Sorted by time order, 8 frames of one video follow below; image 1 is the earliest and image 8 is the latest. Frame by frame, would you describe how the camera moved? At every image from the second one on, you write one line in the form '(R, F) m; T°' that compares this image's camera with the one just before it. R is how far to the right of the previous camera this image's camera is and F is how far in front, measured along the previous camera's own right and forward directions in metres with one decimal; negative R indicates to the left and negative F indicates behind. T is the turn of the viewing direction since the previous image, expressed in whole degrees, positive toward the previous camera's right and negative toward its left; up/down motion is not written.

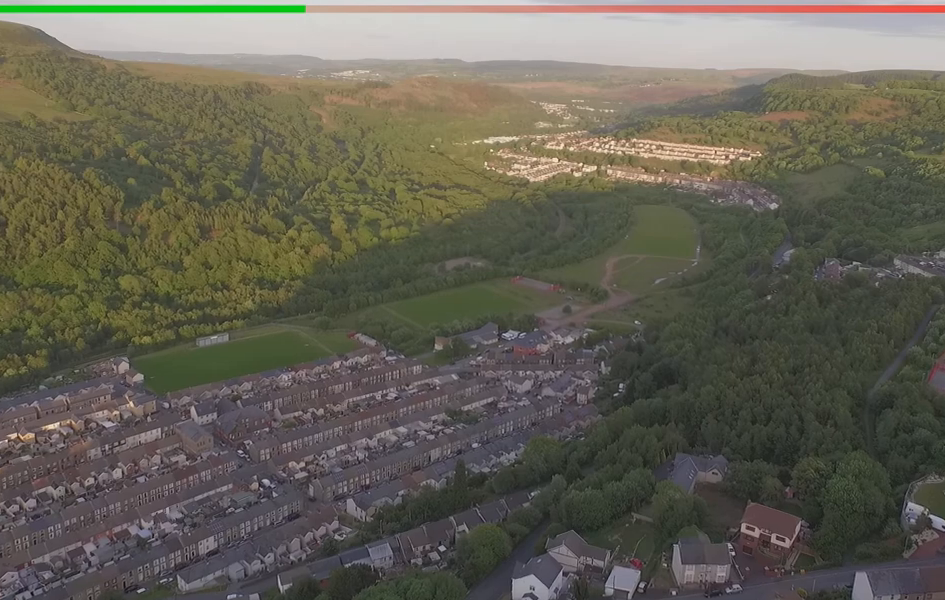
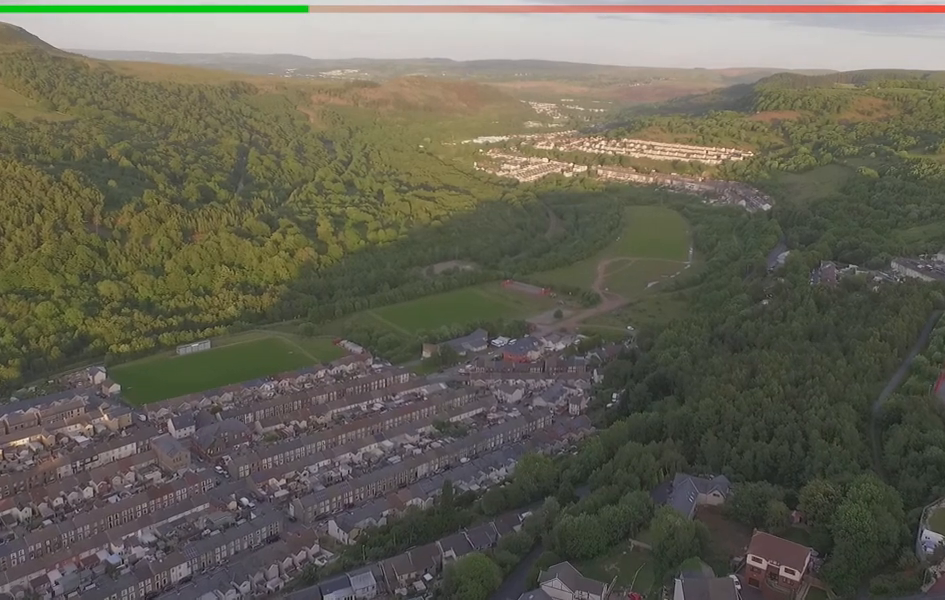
(+0.2, +13.3) m; +1°
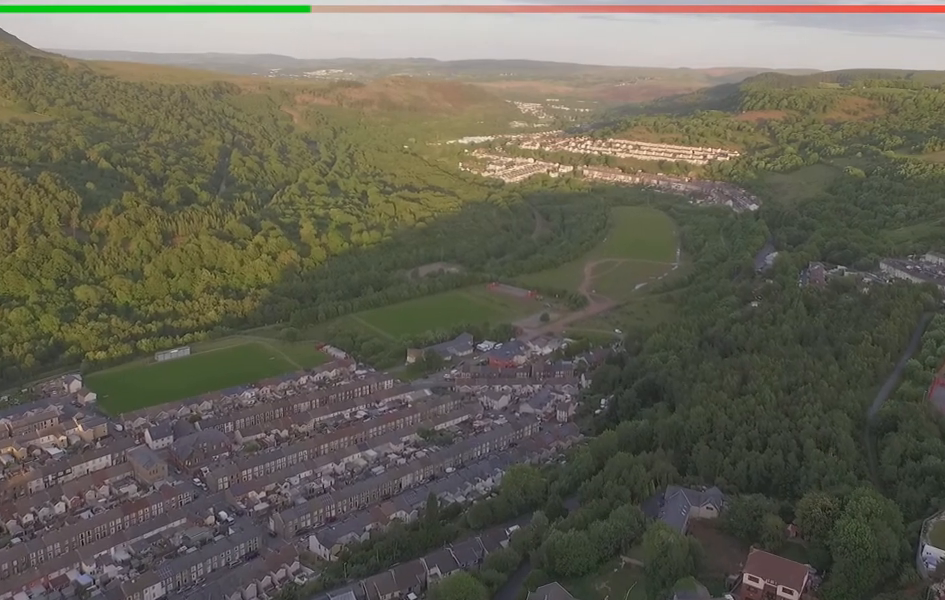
(0.0, +7.8) m; 0°
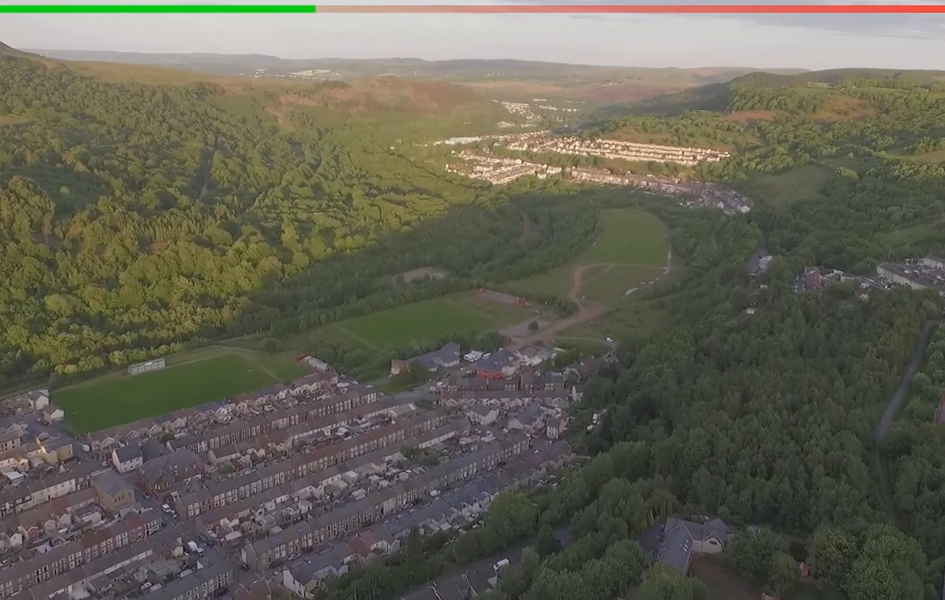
(0.0, +16.9) m; 0°
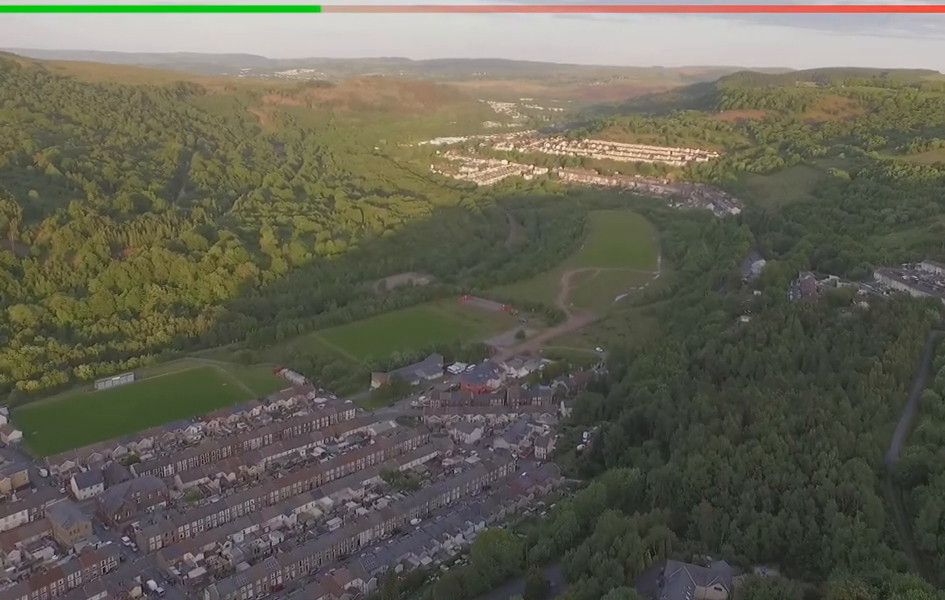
(-0.1, +20.1) m; -1°
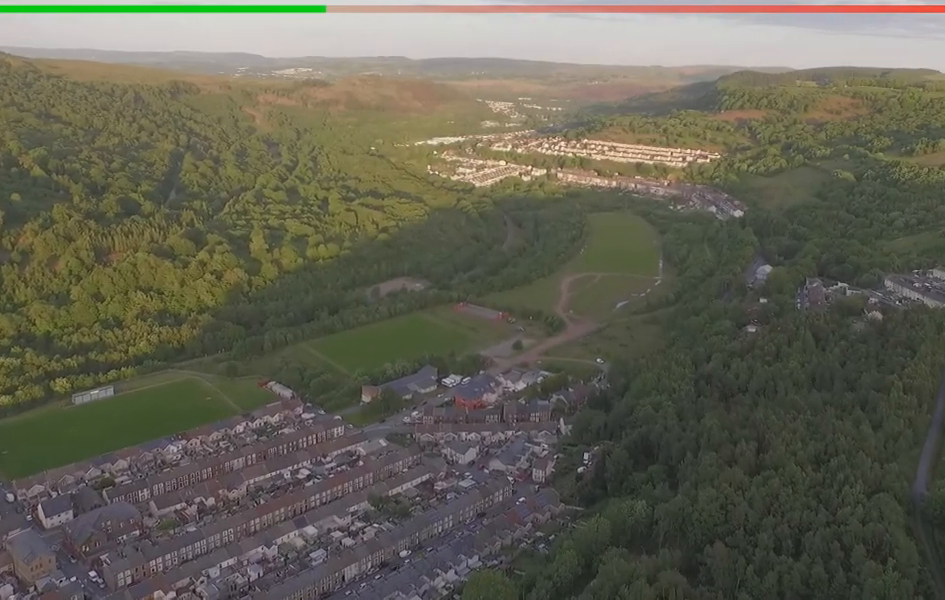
(-0.2, +20.1) m; -1°
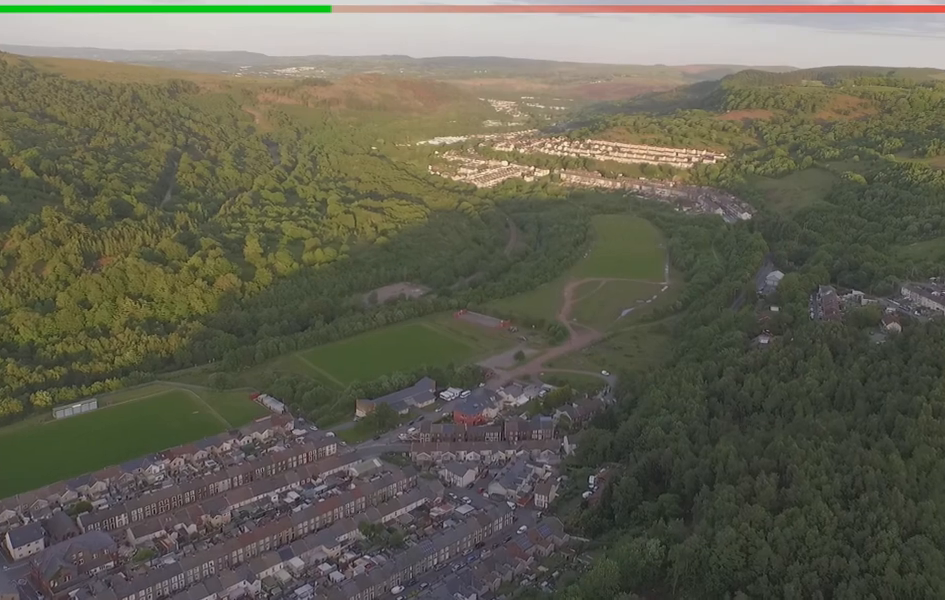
(-0.2, +19.6) m; -2°
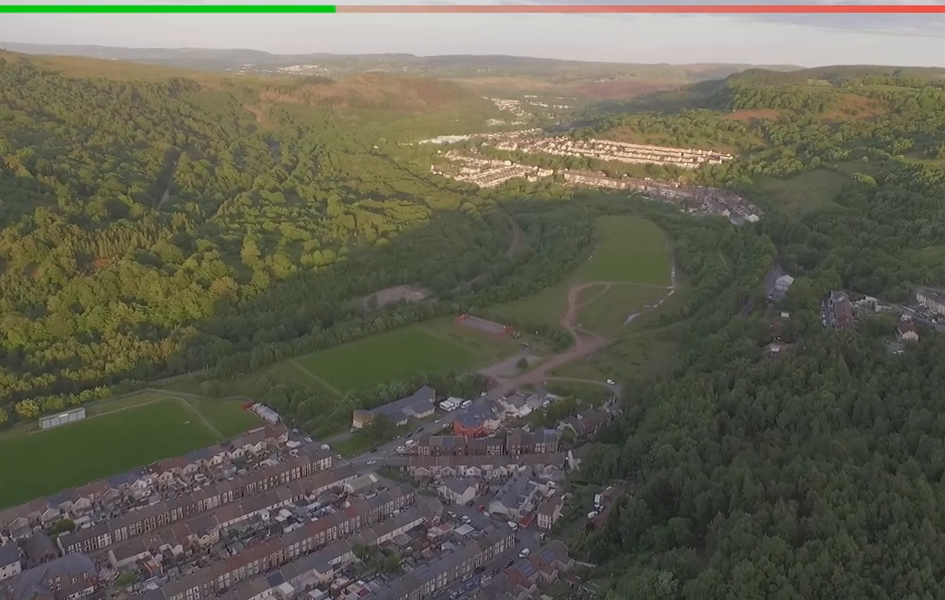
(-0.2, +14.6) m; -1°
